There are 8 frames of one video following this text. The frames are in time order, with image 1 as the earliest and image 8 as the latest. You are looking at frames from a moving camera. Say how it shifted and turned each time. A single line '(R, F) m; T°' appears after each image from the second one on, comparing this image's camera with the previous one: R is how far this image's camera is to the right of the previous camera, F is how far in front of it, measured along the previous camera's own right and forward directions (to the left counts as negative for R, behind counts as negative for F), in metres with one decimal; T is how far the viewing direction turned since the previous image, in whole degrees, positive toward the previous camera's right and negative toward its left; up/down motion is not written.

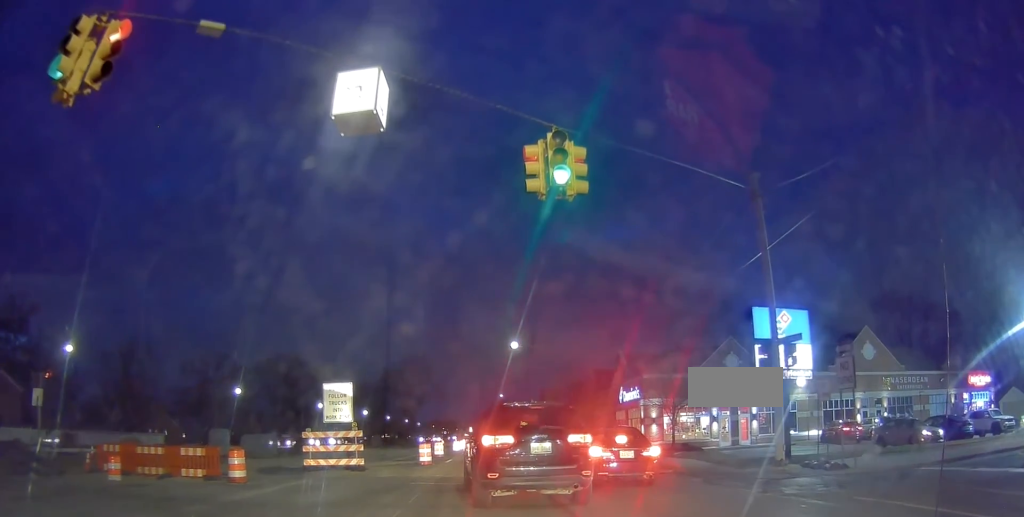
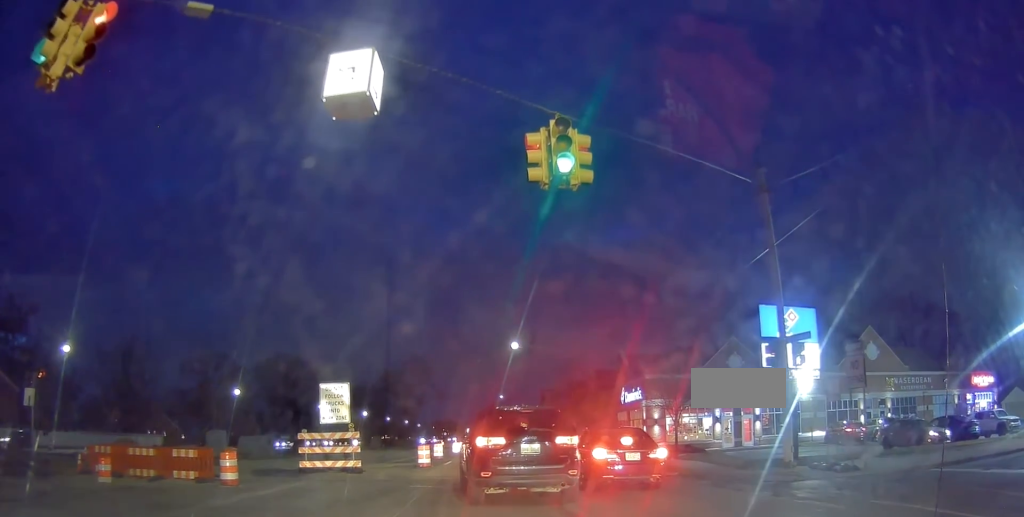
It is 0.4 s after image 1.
(0.0, +2.0) m; +1°
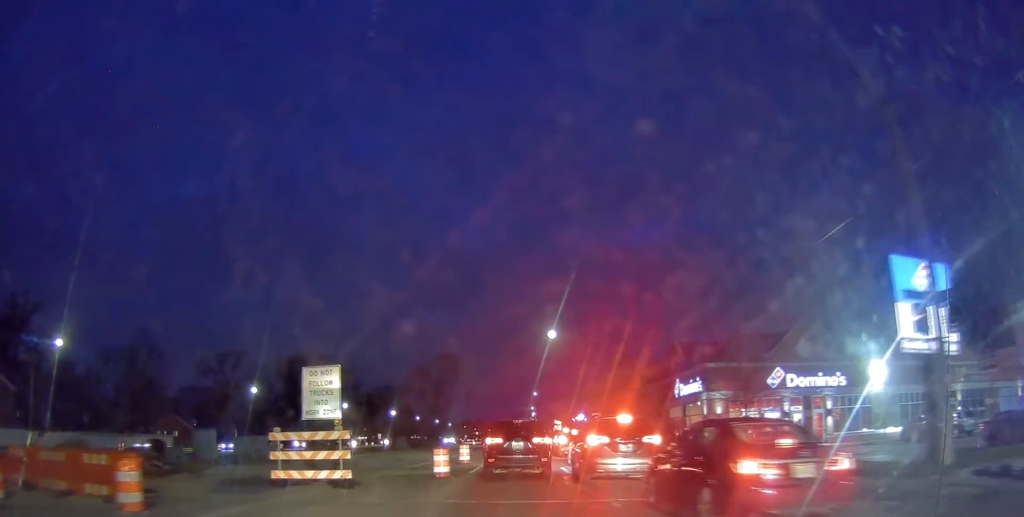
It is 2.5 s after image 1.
(+0.1, +8.1) m; +1°
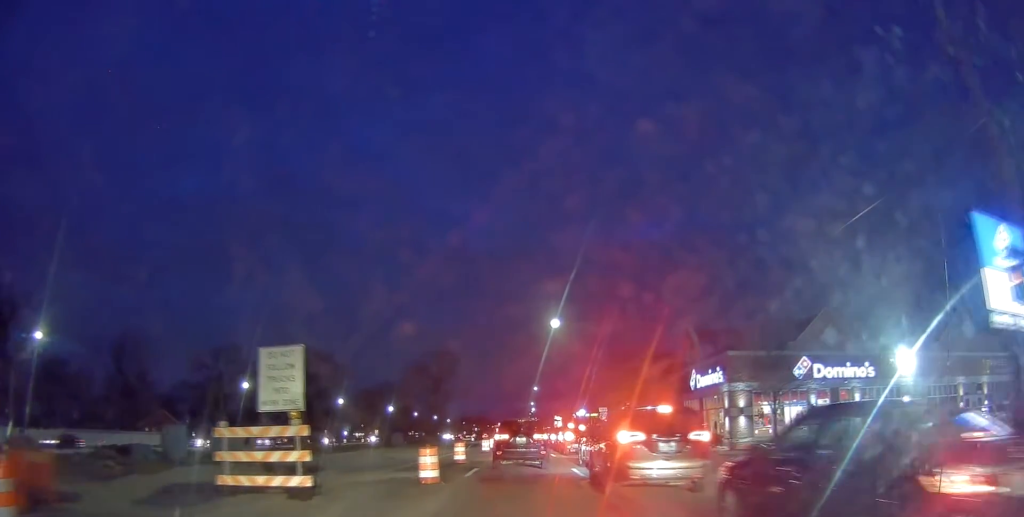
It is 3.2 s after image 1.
(0.0, +2.9) m; +1°
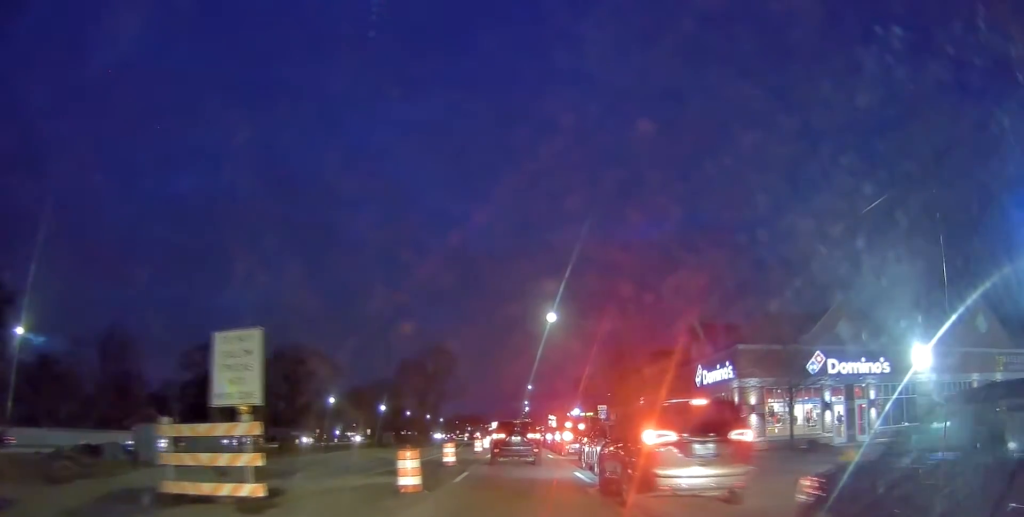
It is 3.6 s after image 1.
(0.0, +1.8) m; +1°
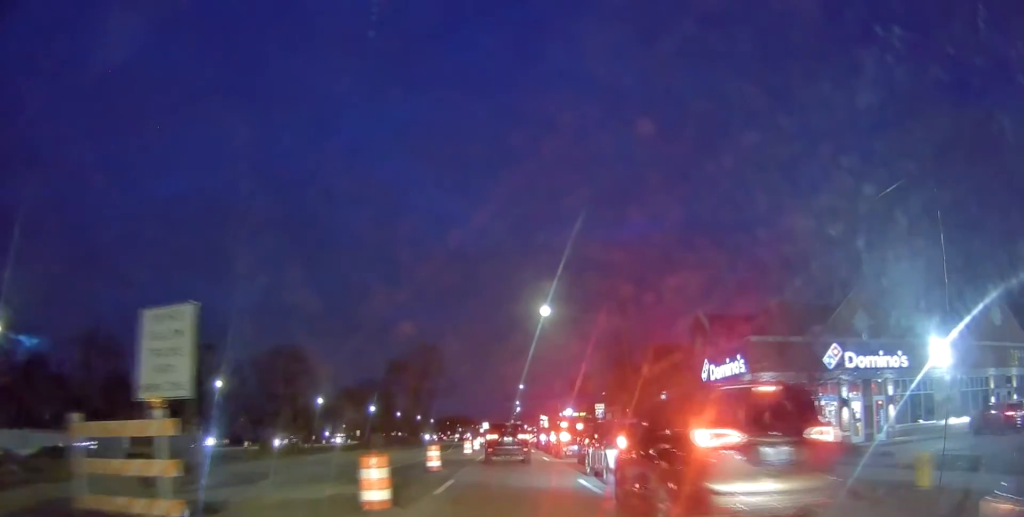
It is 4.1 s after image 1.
(0.0, +2.1) m; -1°
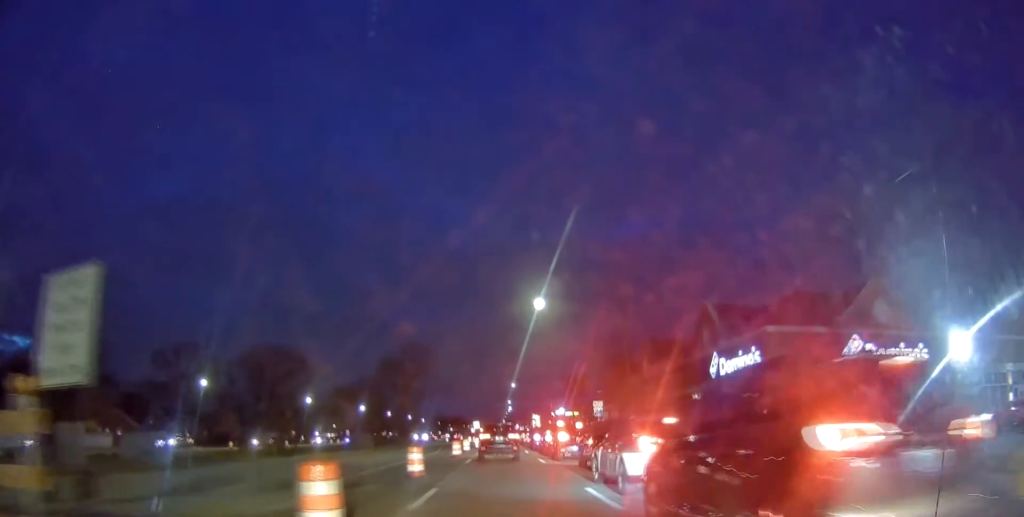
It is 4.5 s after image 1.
(0.0, +2.0) m; -1°
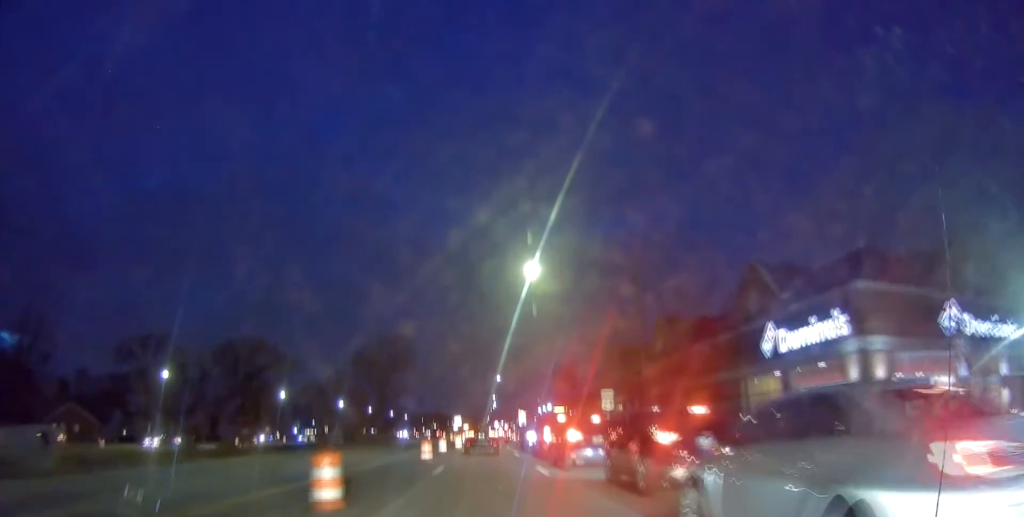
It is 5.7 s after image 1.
(-0.2, +6.1) m; 0°
